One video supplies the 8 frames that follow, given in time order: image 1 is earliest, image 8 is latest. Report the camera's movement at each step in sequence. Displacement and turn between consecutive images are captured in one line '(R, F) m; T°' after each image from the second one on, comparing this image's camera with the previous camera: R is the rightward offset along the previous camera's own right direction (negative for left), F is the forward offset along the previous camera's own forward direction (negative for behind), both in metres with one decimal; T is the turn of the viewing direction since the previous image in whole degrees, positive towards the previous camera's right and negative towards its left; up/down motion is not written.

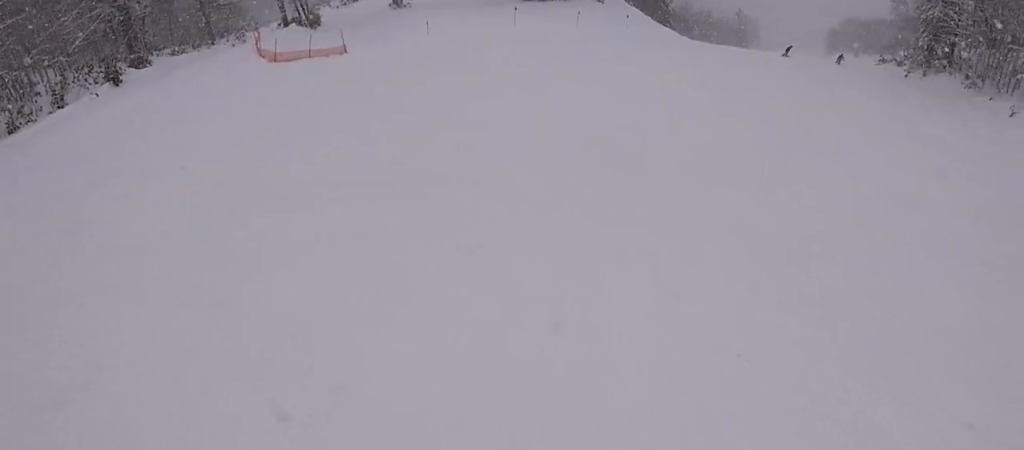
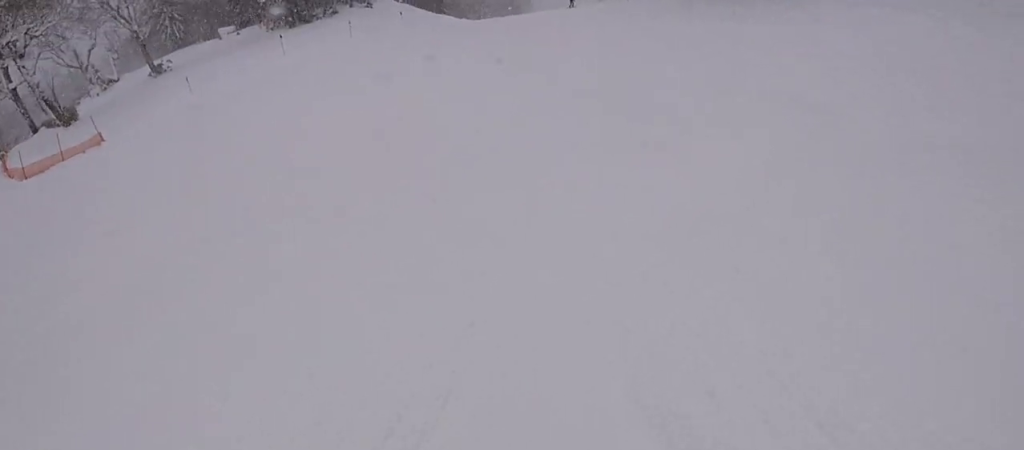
(+1.2, +3.0) m; +19°
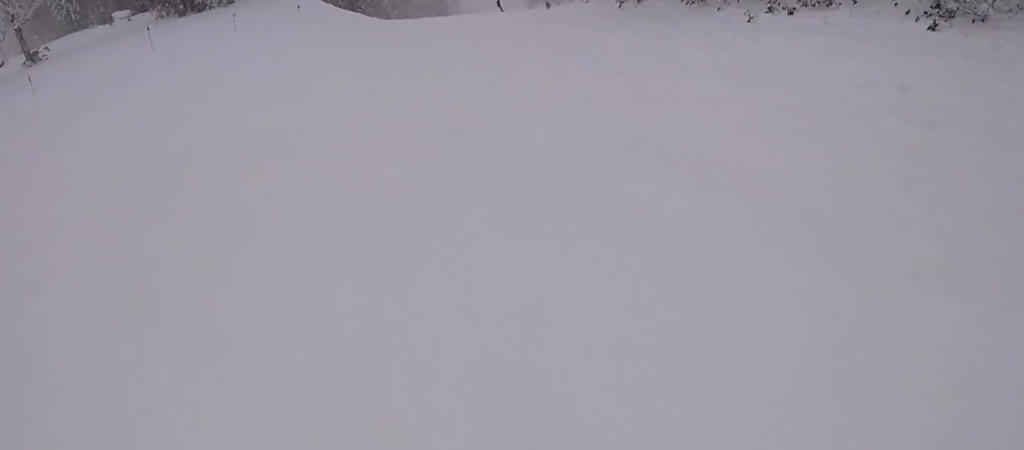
(+1.0, +5.8) m; +7°
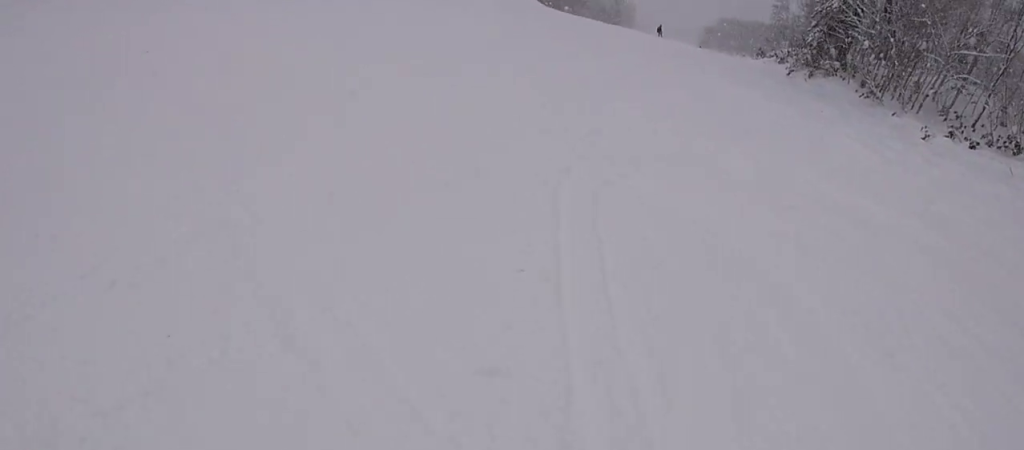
(-0.4, +4.0) m; -6°
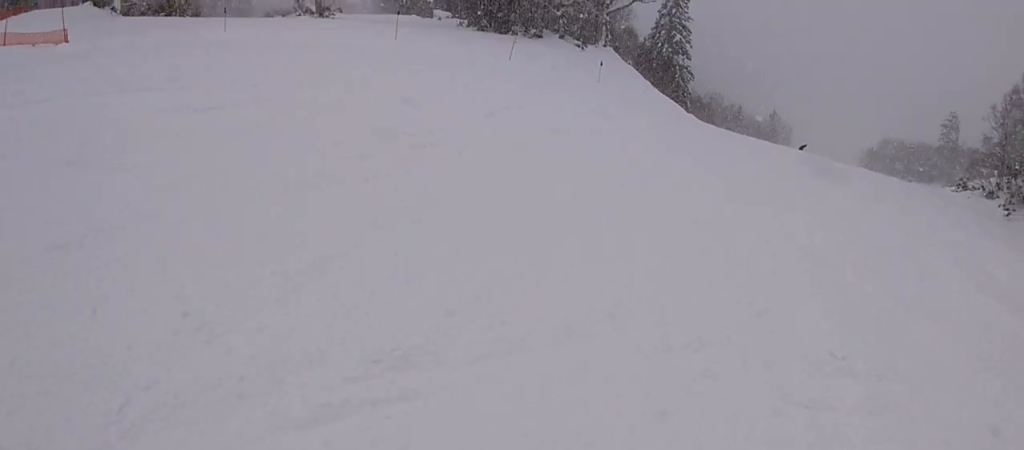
(-1.5, +8.5) m; -11°
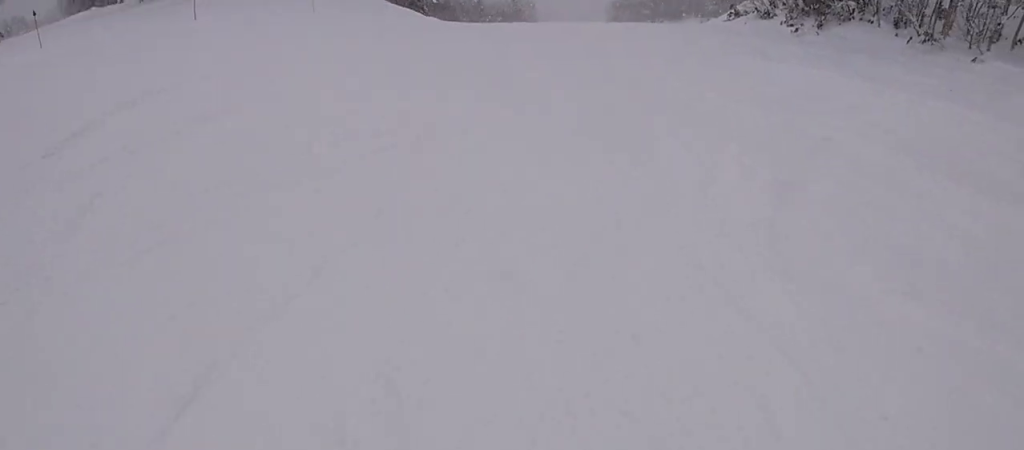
(+0.3, +5.0) m; +7°
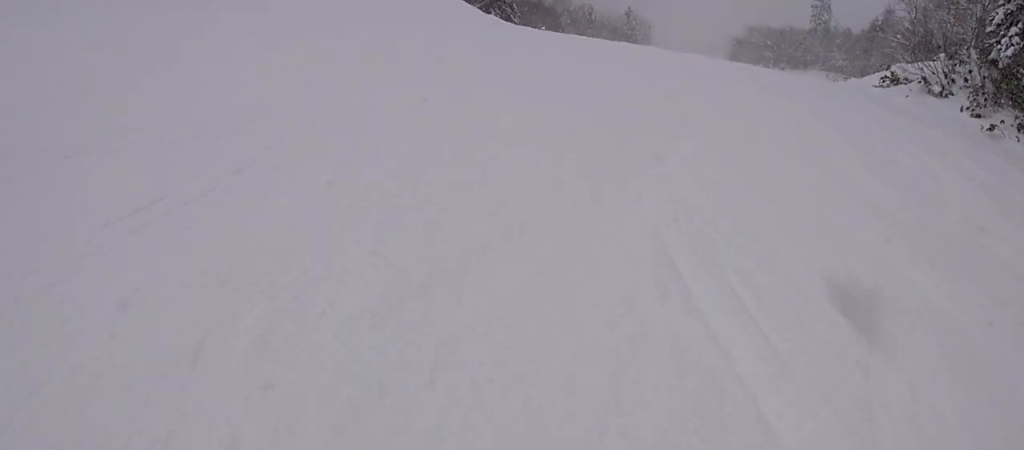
(+0.6, +11.9) m; -5°
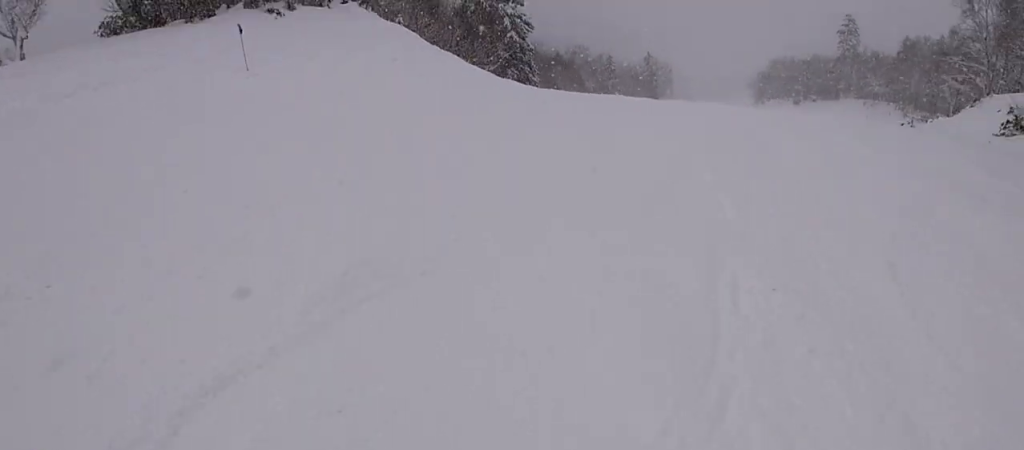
(0.0, +7.5) m; +6°
